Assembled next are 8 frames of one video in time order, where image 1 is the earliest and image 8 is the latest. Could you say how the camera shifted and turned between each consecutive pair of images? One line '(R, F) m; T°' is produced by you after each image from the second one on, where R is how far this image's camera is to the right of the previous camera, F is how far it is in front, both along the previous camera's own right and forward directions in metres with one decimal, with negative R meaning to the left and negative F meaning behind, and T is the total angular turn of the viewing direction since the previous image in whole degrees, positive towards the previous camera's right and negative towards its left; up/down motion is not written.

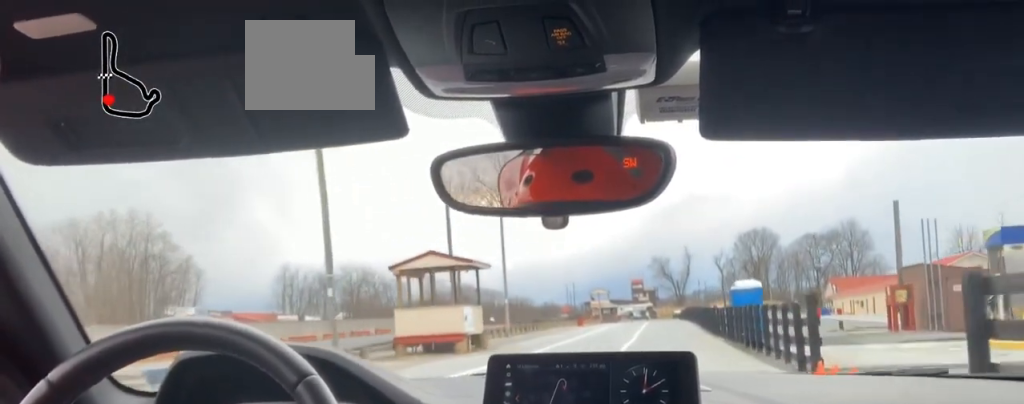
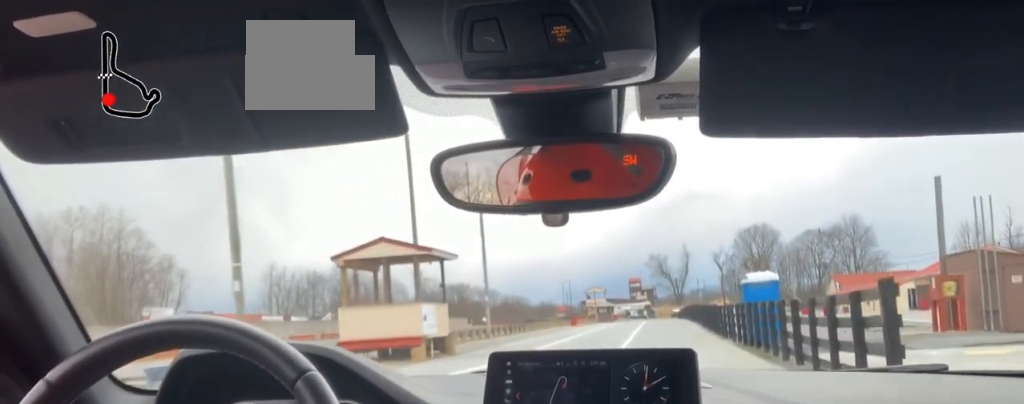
(+0.1, +5.8) m; 0°
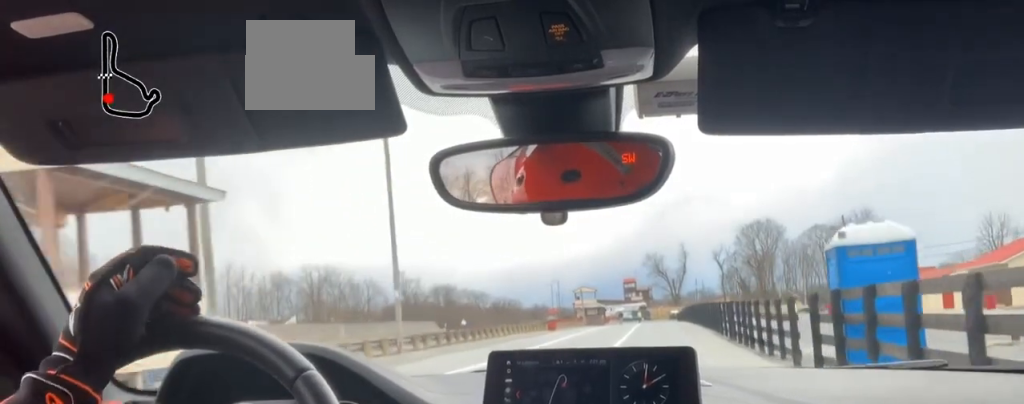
(-0.1, +16.5) m; 0°
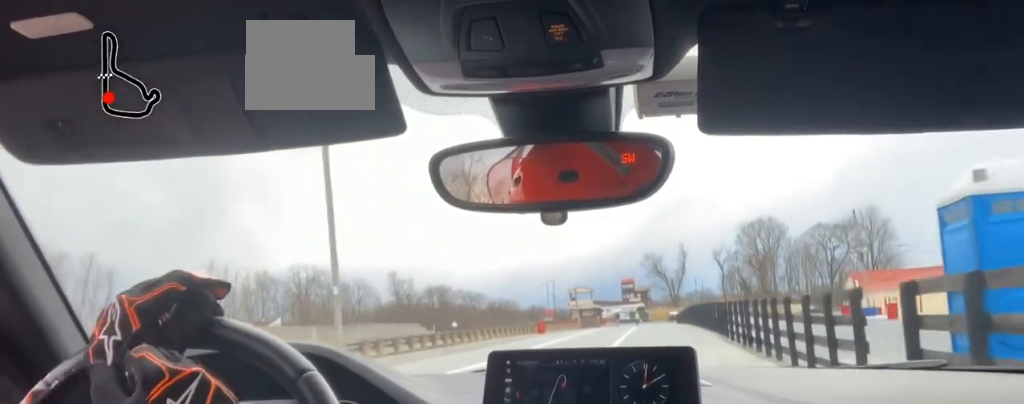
(+0.1, +6.1) m; 0°
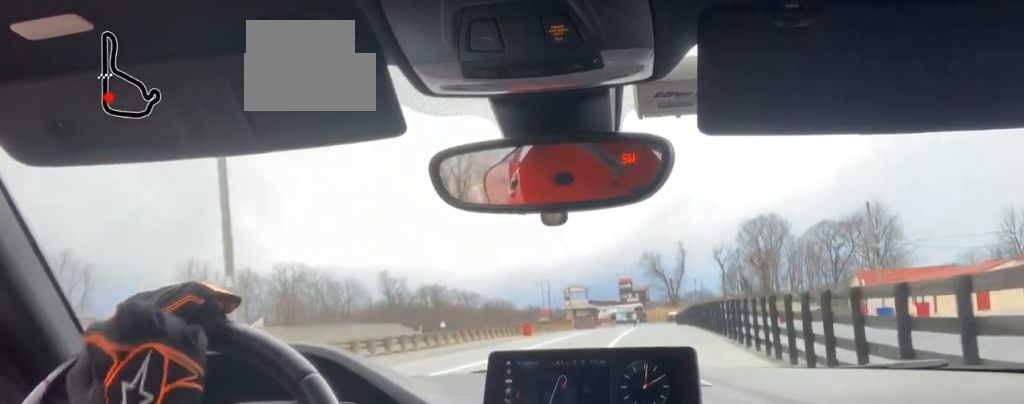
(0.0, +6.5) m; 0°
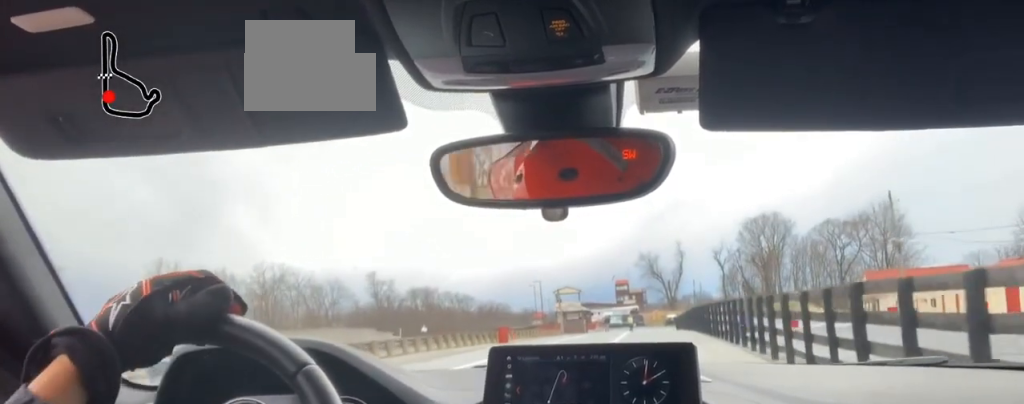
(-0.1, +8.7) m; -1°
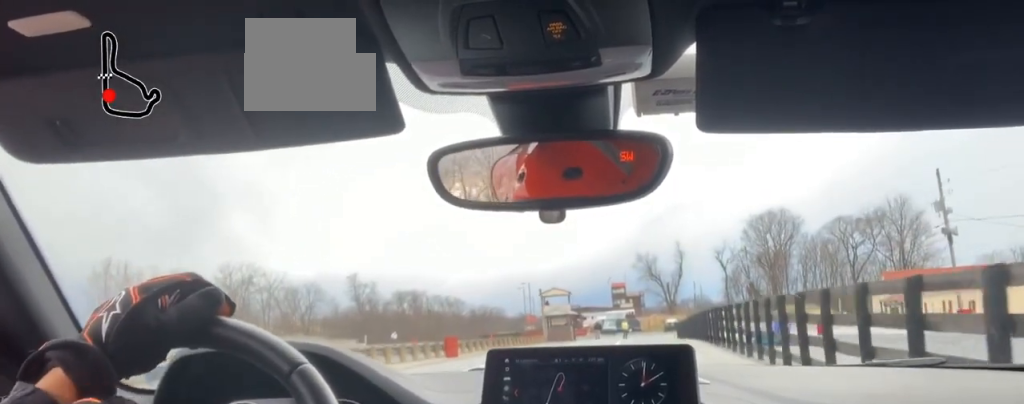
(0.0, +13.3) m; 0°
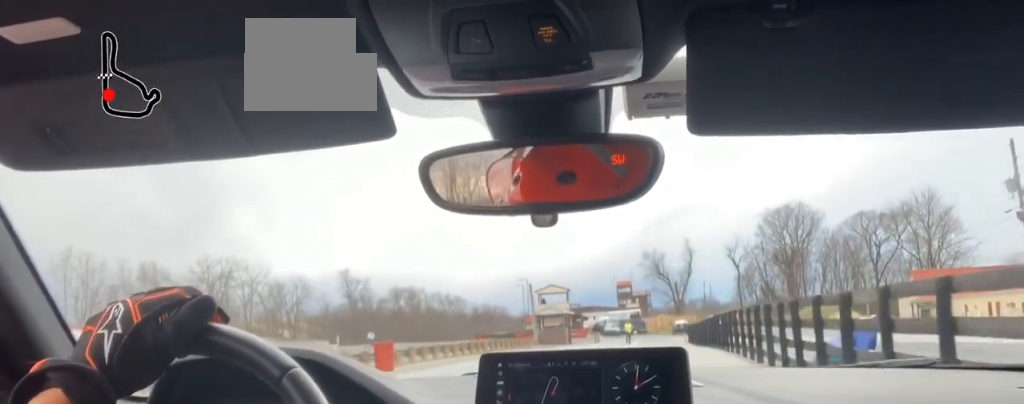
(-0.1, +10.9) m; -2°
